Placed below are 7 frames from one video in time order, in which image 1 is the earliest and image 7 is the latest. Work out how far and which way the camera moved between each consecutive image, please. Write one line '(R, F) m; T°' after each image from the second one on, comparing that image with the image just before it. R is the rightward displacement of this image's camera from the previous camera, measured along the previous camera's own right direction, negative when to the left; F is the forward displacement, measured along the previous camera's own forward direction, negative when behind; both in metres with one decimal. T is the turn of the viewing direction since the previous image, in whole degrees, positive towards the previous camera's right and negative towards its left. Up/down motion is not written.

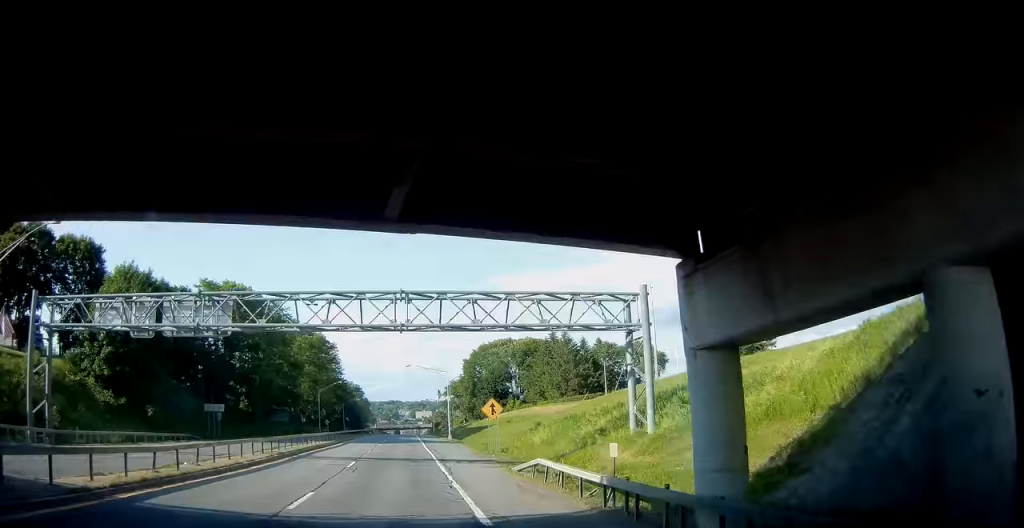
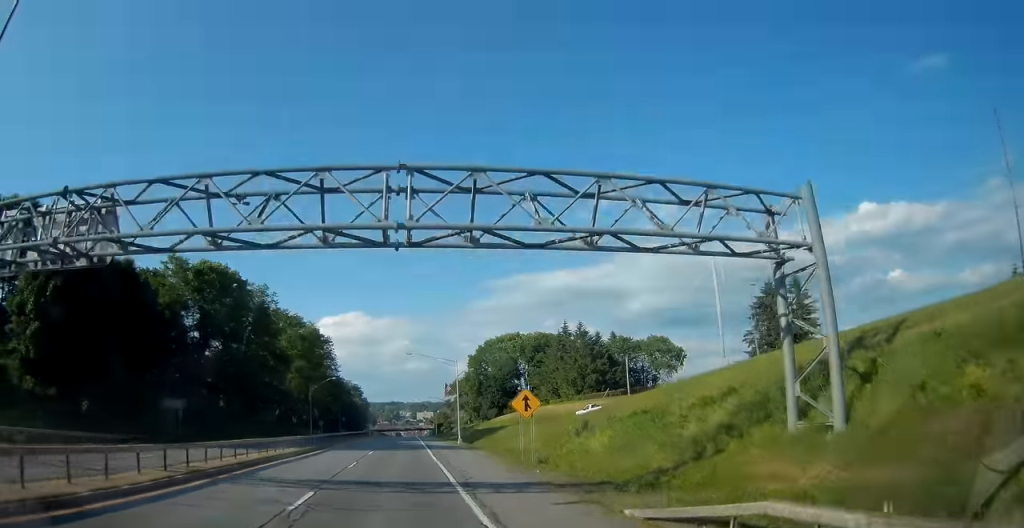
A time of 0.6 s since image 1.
(0.0, +12.4) m; +1°
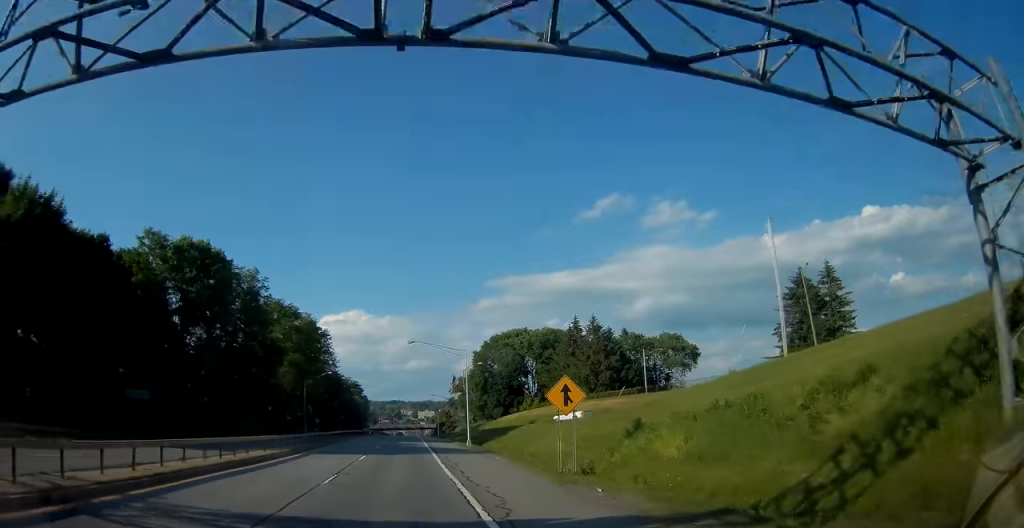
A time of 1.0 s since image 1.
(0.0, +7.9) m; 0°
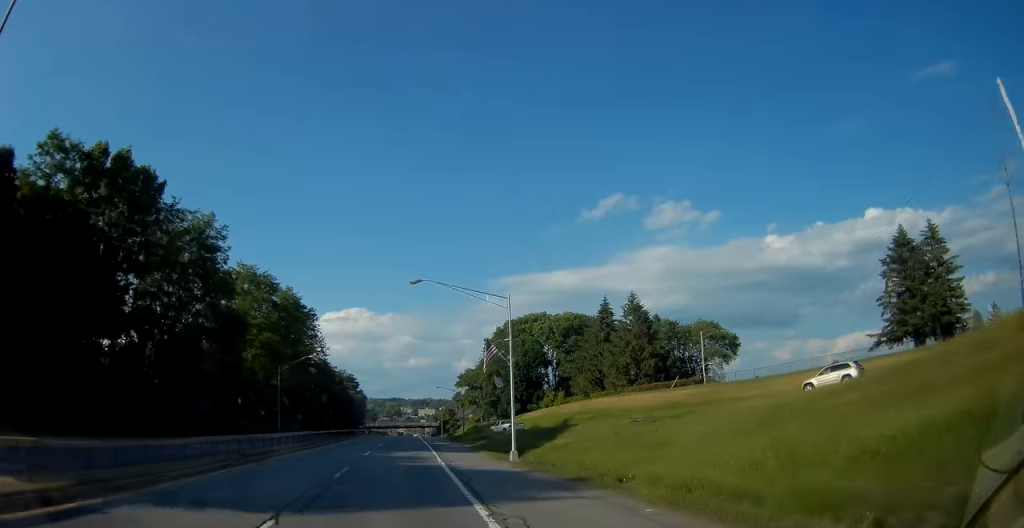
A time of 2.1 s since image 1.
(+0.1, +22.0) m; 0°
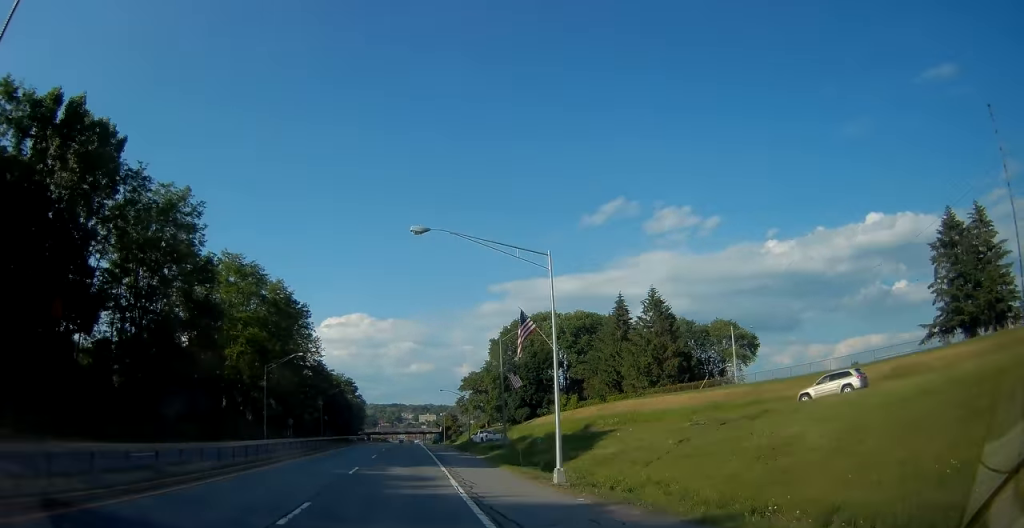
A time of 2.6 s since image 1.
(-0.2, +8.8) m; 0°
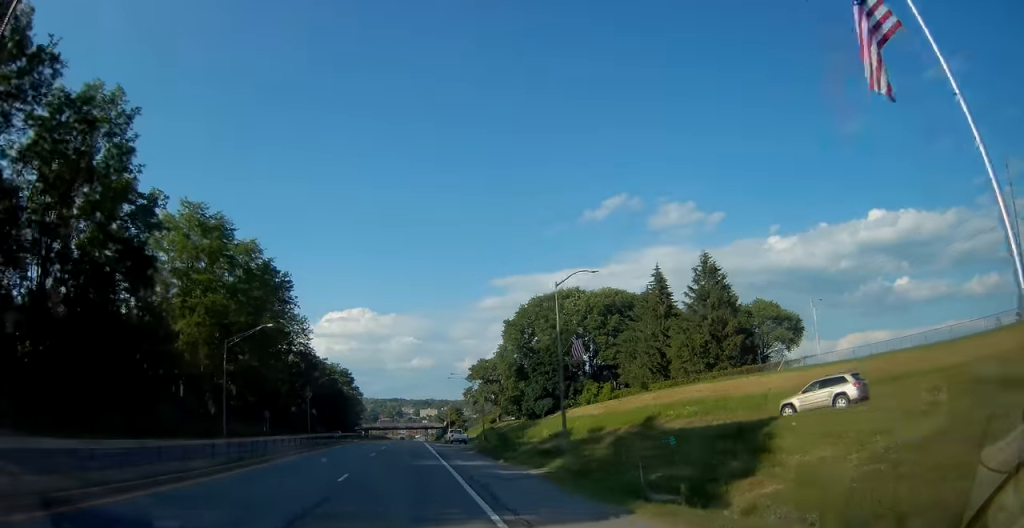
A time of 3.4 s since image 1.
(+0.2, +17.8) m; 0°
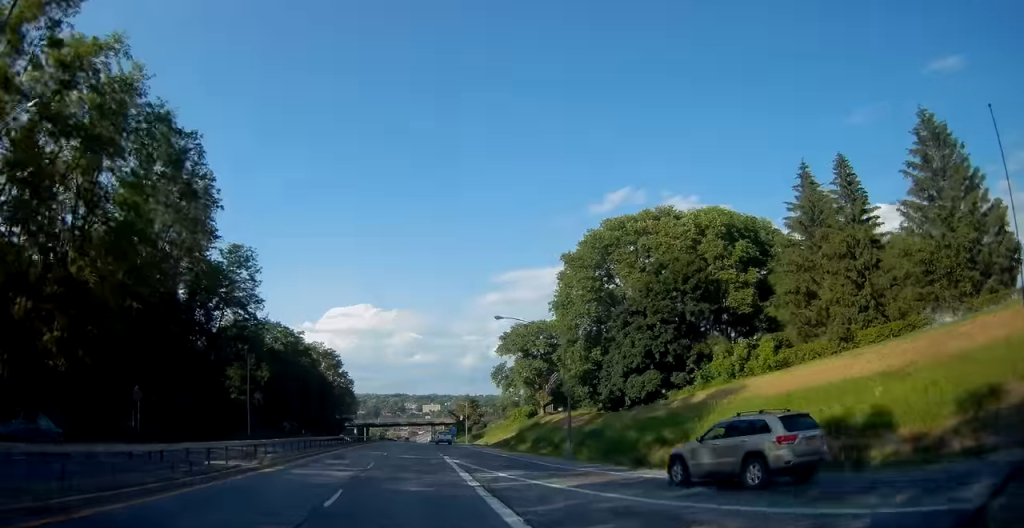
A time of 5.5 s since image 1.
(0.0, +41.3) m; 0°
